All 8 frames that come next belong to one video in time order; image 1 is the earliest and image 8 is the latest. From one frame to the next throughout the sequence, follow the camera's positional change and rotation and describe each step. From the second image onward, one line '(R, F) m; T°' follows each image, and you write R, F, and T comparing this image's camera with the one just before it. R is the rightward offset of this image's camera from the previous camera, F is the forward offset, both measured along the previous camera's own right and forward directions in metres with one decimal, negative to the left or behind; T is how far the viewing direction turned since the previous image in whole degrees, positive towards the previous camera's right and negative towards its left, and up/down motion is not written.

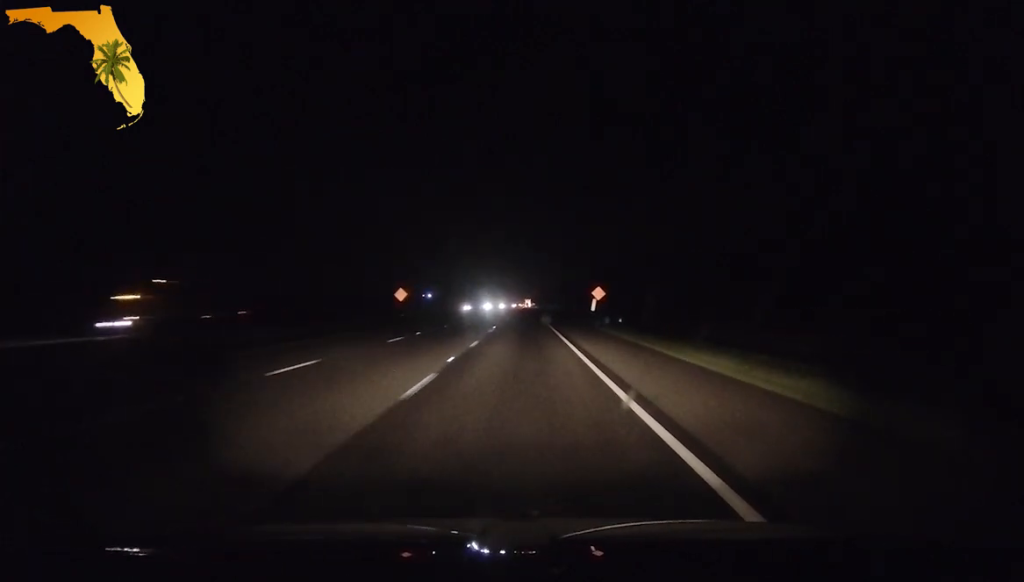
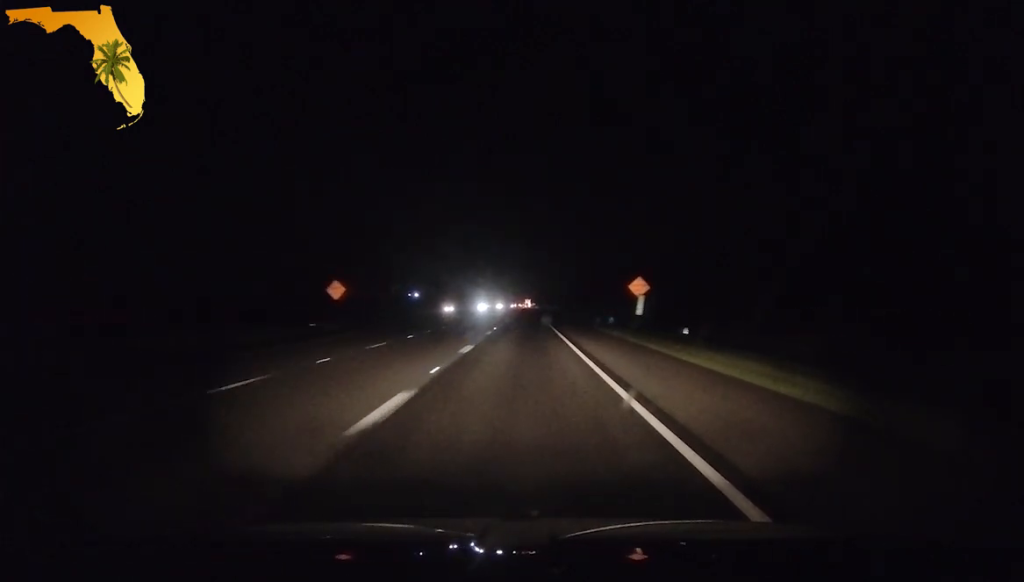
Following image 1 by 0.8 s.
(-0.1, +27.0) m; 0°
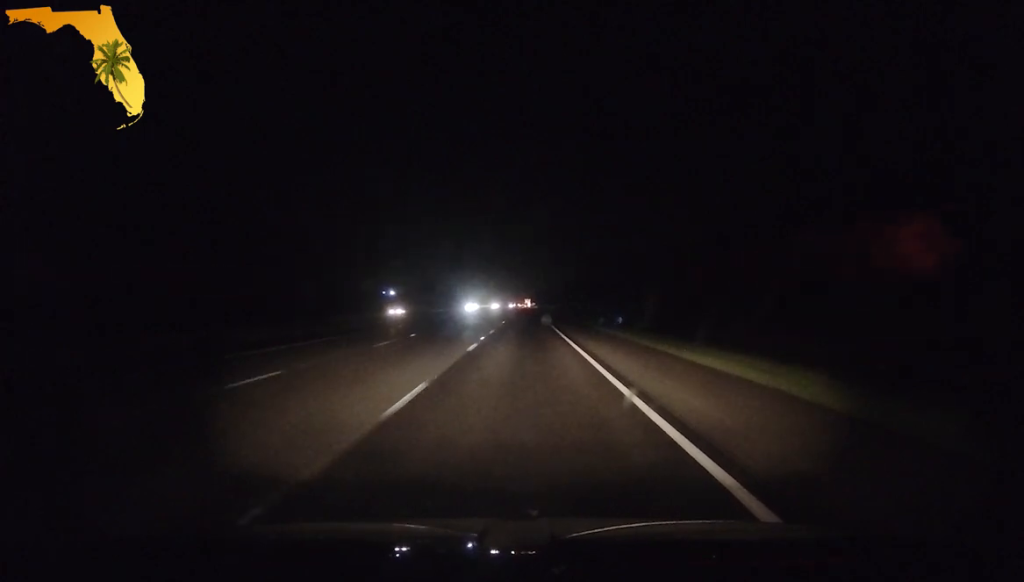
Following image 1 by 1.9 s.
(-0.2, +36.0) m; 0°
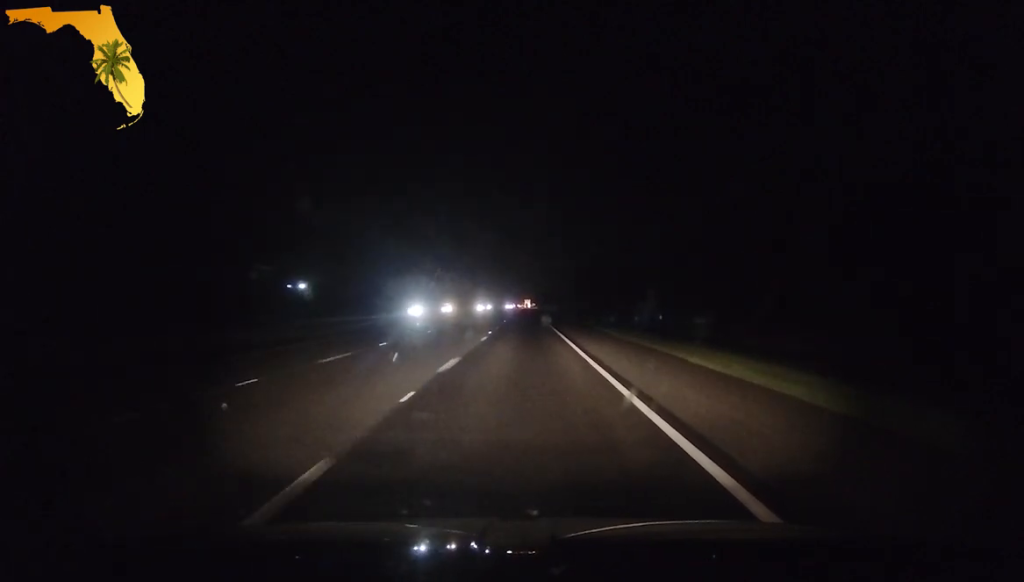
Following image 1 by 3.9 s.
(0.0, +67.2) m; 0°
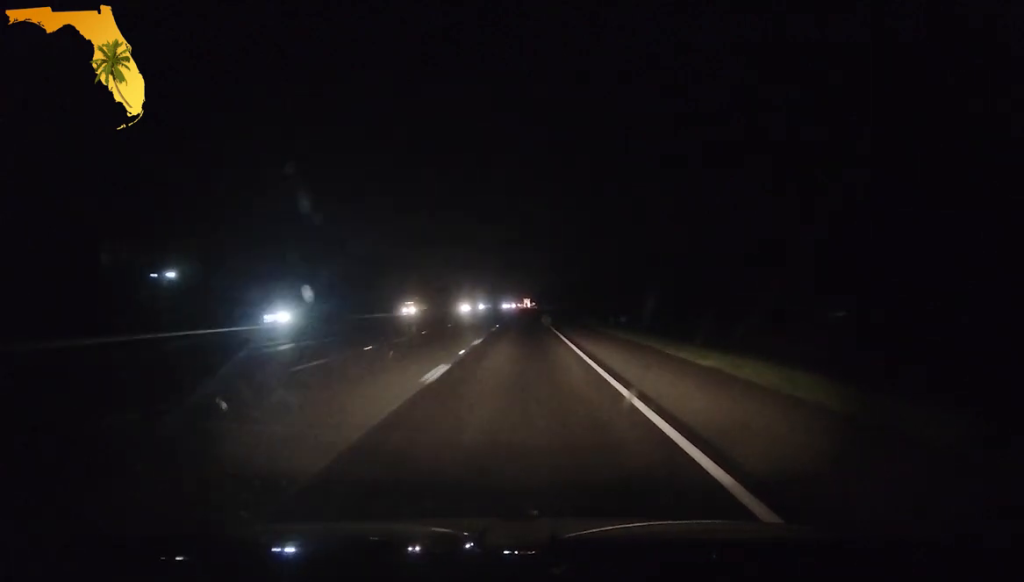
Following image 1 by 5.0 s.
(0.0, +39.0) m; 0°
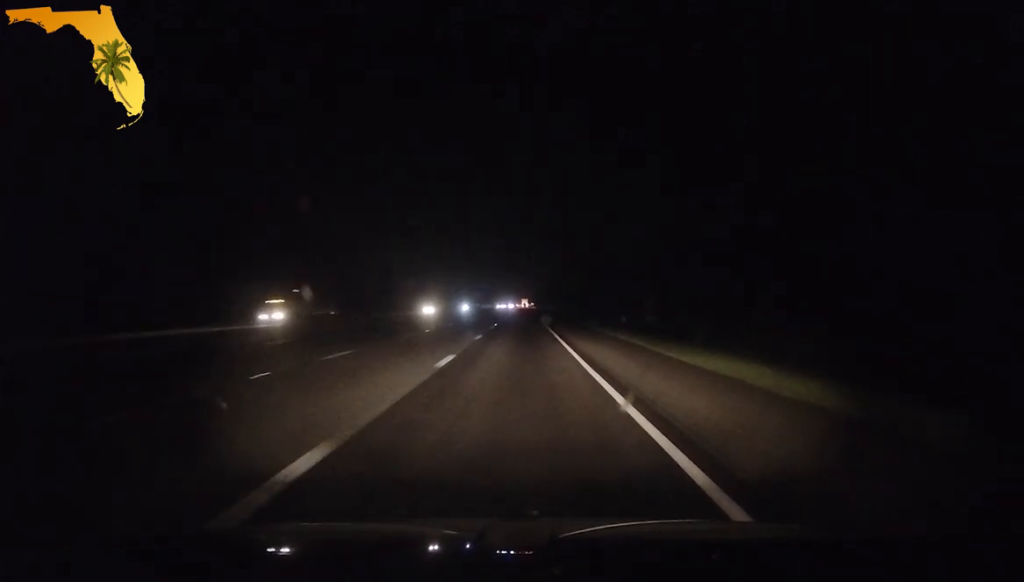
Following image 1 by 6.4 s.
(0.0, +45.7) m; 0°
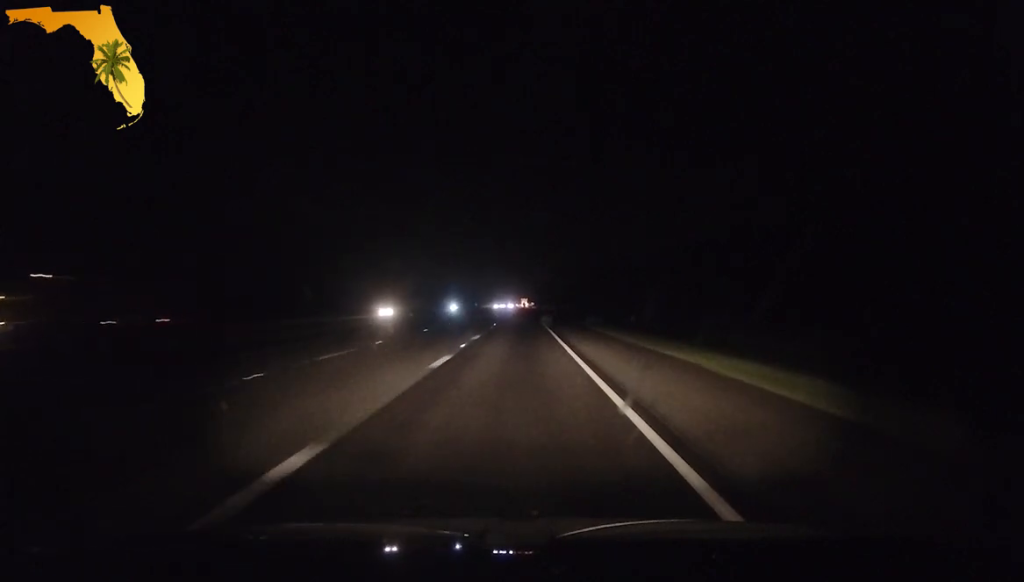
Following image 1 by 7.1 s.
(0.0, +24.5) m; 0°
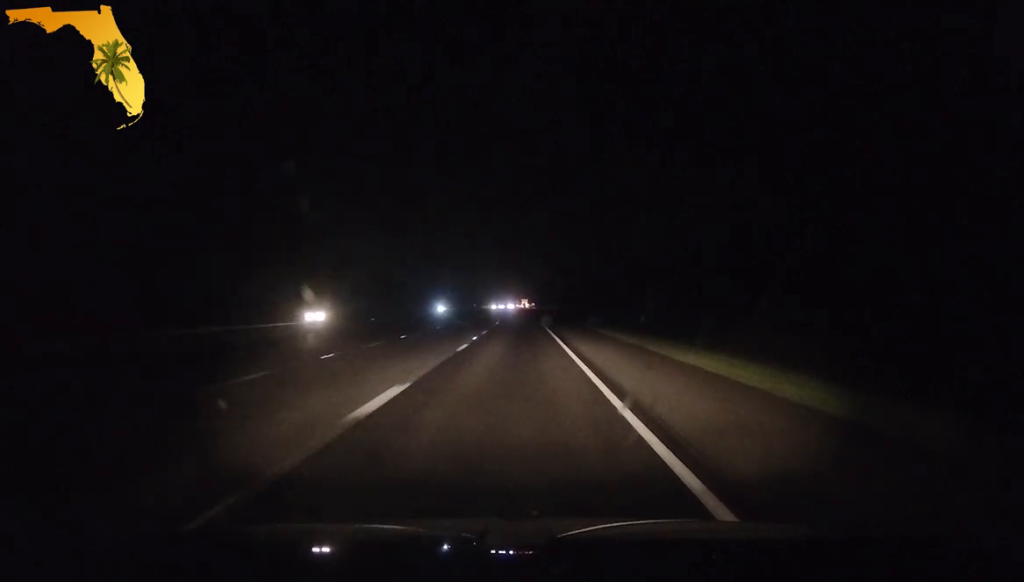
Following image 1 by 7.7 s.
(0.0, +18.9) m; 0°
